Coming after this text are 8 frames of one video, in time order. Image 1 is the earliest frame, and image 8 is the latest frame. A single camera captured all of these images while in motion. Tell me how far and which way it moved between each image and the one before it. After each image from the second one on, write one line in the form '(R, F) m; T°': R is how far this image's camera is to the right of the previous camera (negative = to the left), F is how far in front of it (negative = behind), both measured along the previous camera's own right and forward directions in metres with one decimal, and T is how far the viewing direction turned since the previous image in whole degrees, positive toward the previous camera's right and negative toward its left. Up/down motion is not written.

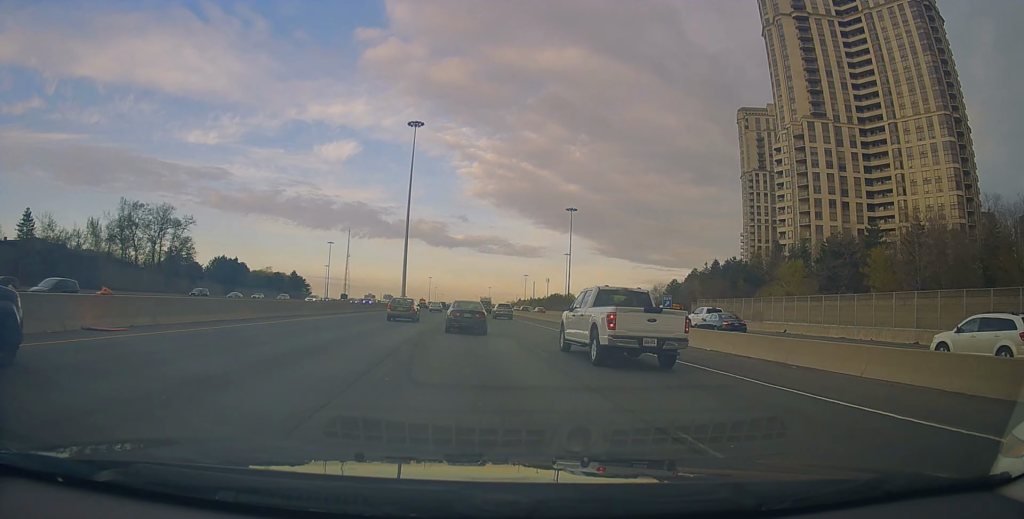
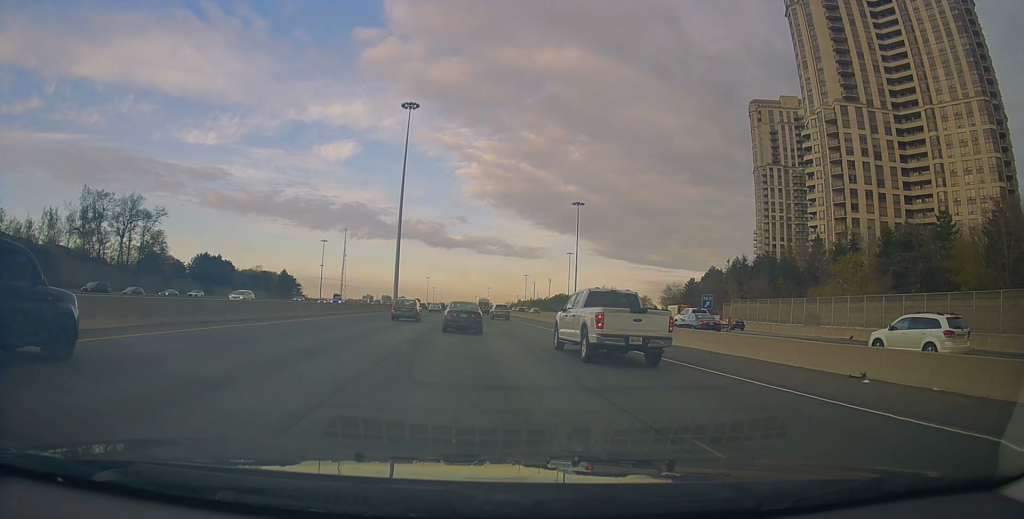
(+0.3, +12.2) m; 0°
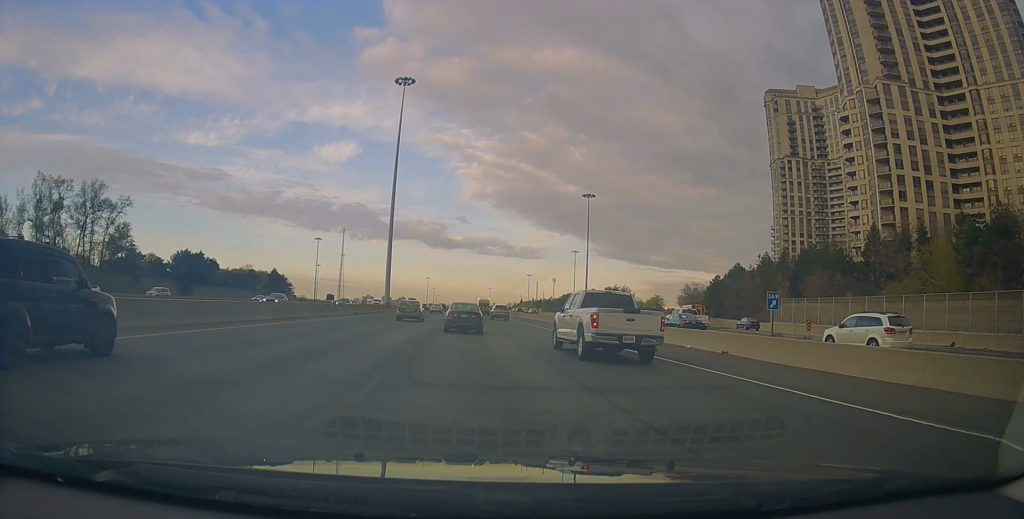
(+0.6, +12.8) m; -1°
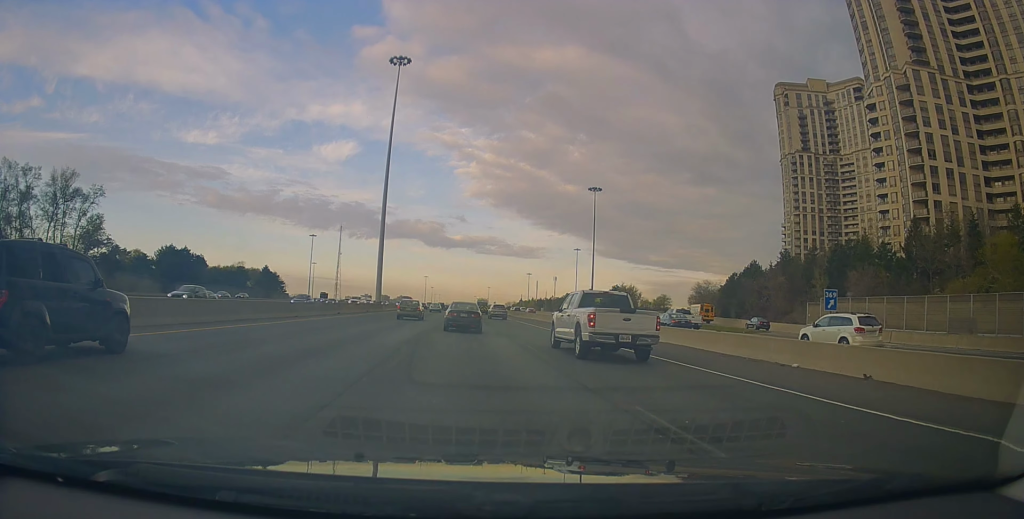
(-0.7, +8.4) m; -1°
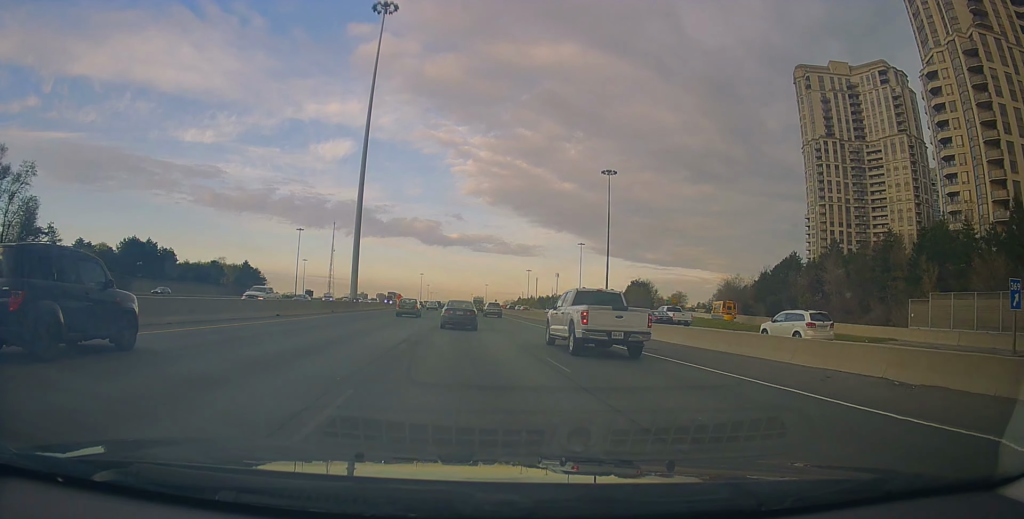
(-0.3, +17.6) m; +1°
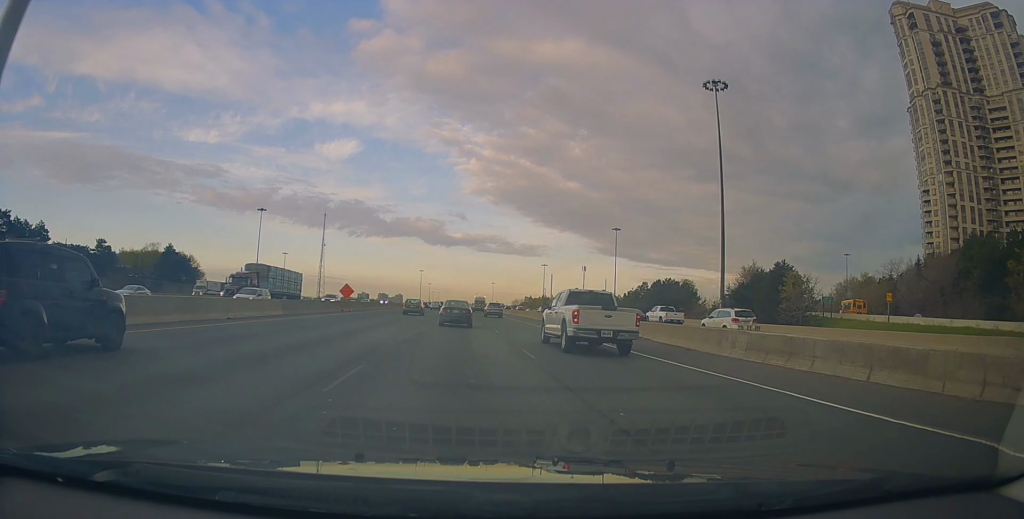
(+2.0, +57.4) m; +2°
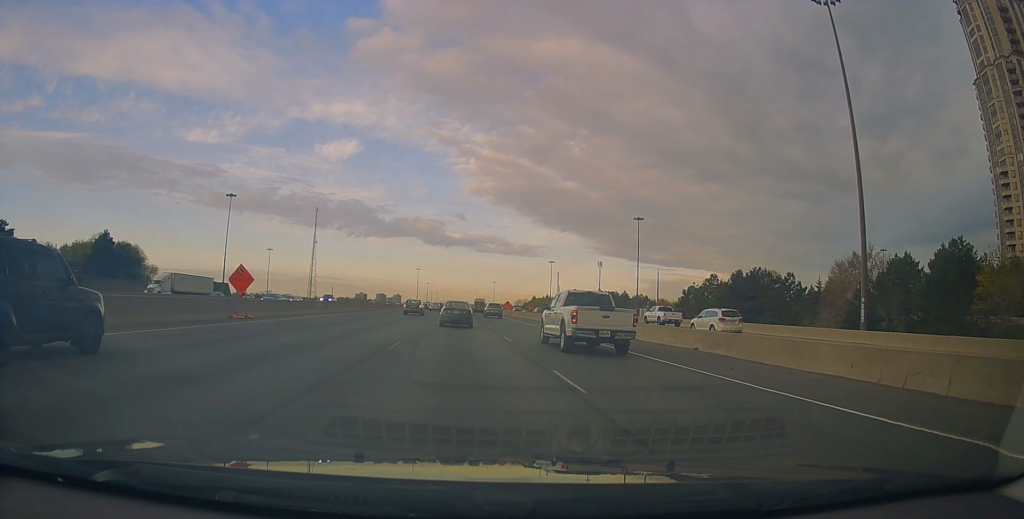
(-0.4, +29.6) m; -2°
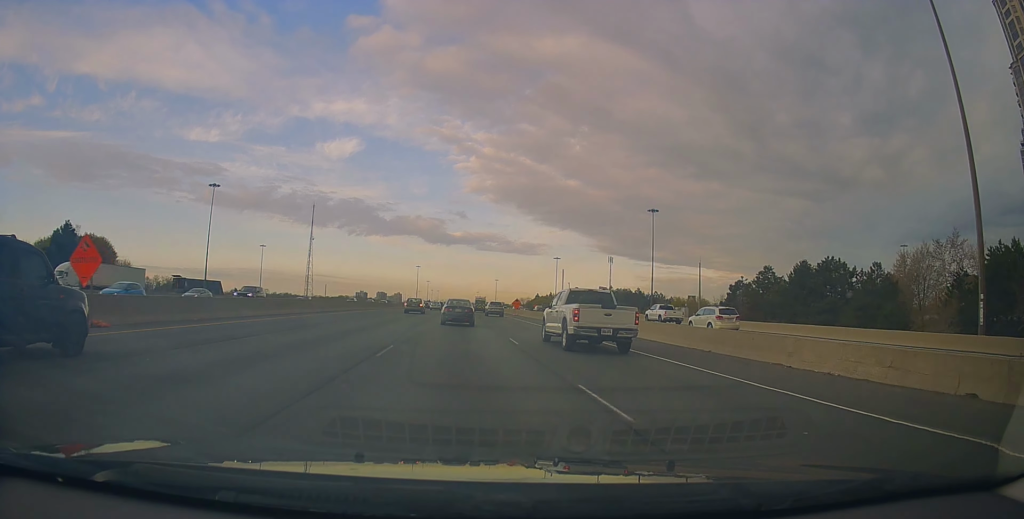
(-0.3, +13.9) m; 0°
